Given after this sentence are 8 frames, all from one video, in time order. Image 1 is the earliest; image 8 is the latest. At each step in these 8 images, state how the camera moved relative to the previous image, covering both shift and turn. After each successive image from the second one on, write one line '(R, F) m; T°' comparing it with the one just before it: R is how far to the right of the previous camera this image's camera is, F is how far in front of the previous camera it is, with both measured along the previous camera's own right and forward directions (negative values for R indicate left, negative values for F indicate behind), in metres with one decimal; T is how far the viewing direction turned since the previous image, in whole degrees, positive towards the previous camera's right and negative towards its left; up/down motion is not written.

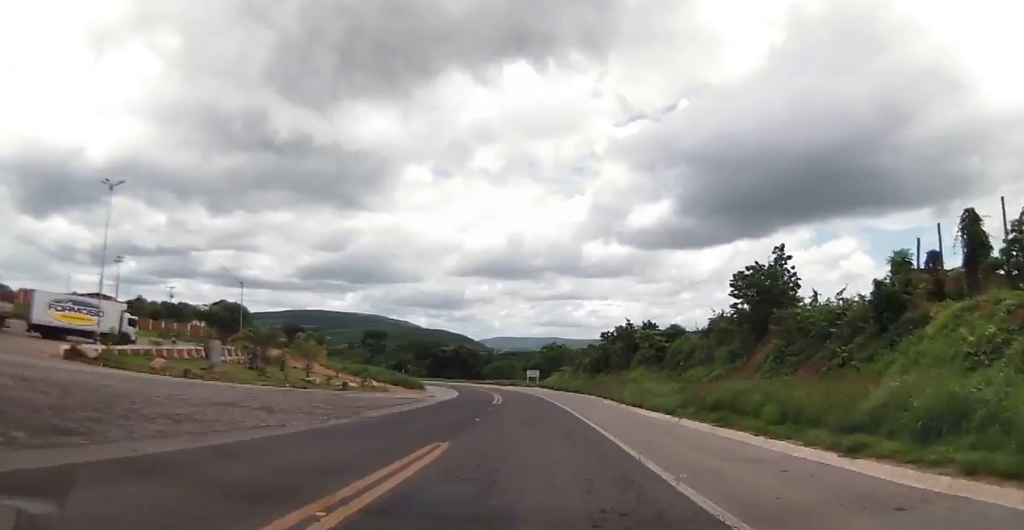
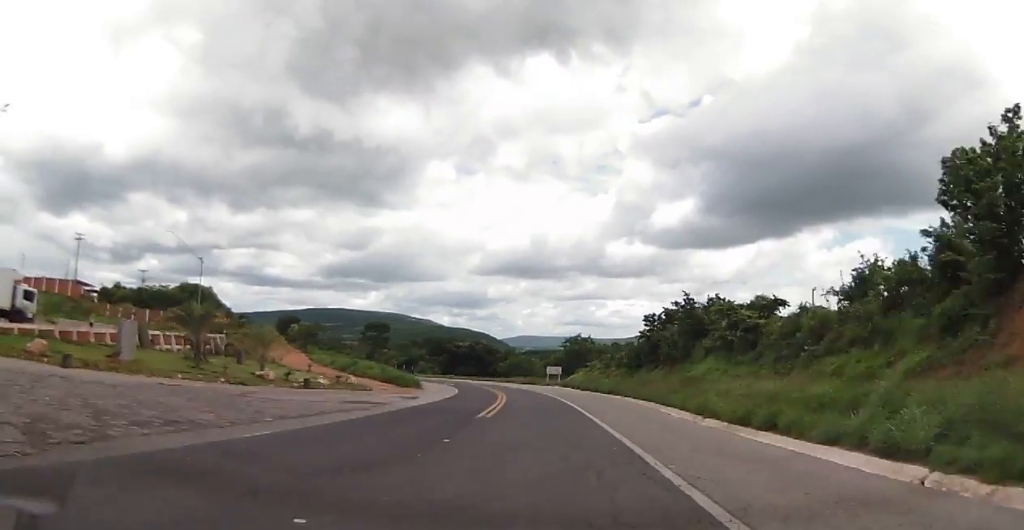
(+0.3, +16.8) m; 0°
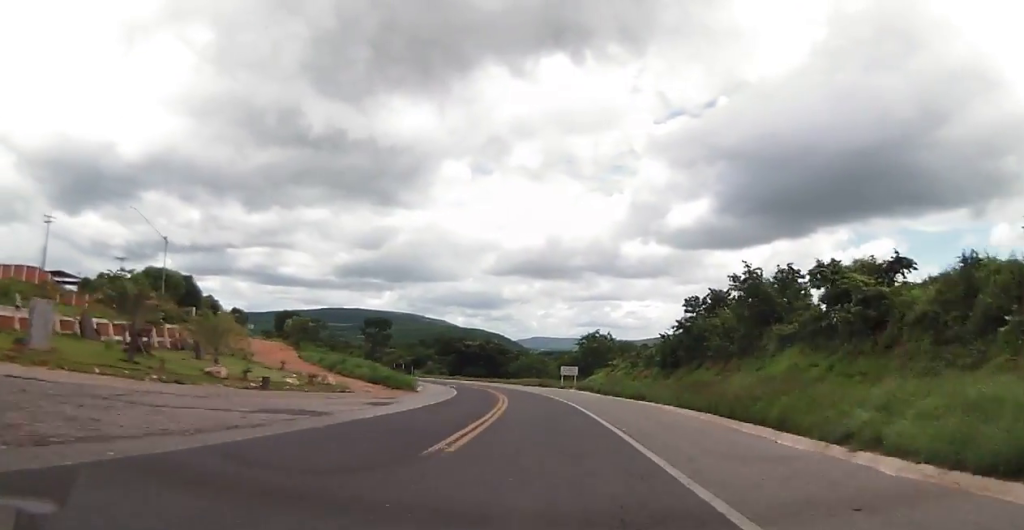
(+0.1, +10.4) m; -1°
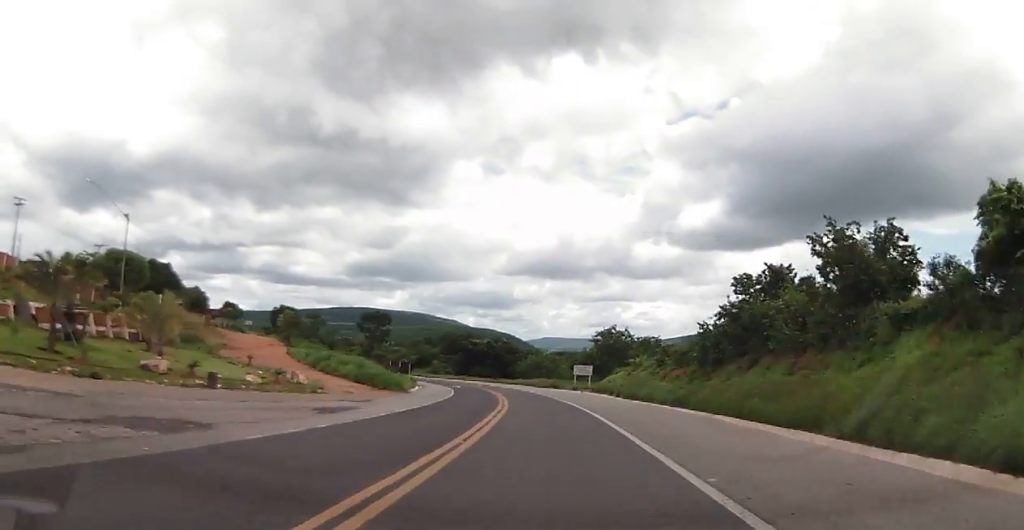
(-0.2, +8.6) m; -2°
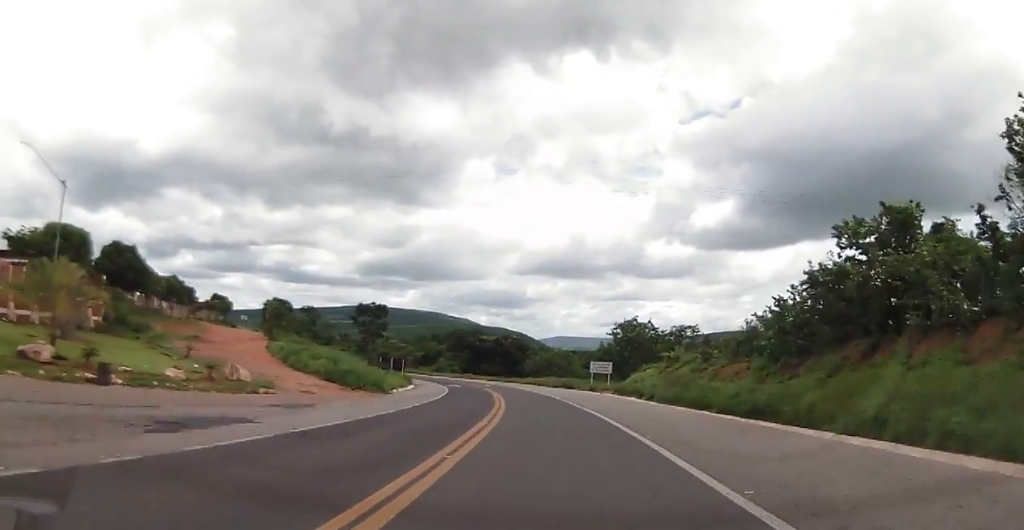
(0.0, +10.5) m; -2°
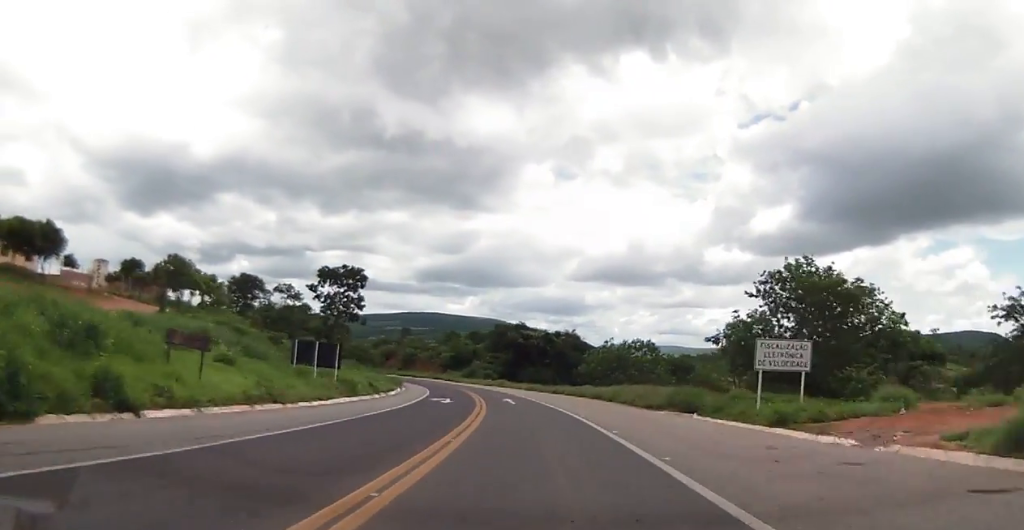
(-1.1, +38.4) m; -2°
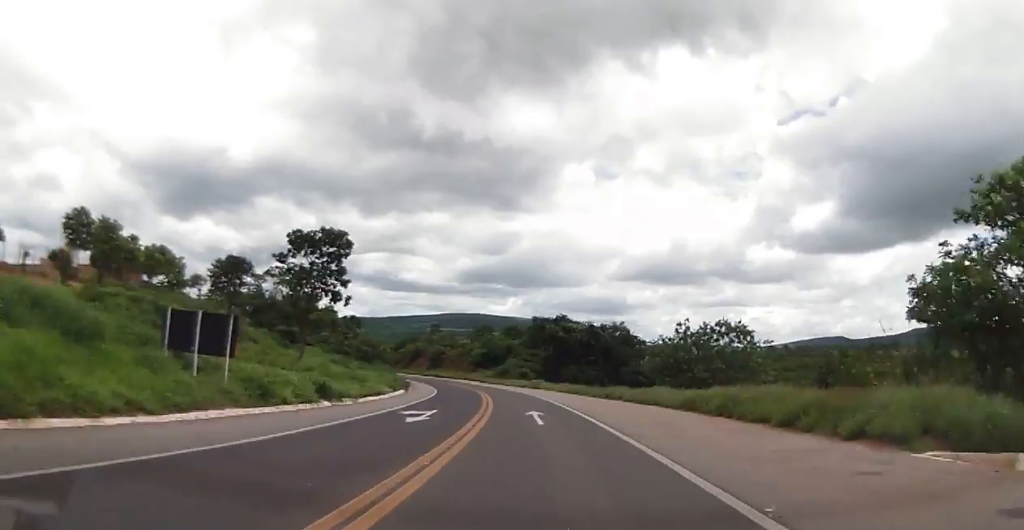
(0.0, +17.6) m; -3°
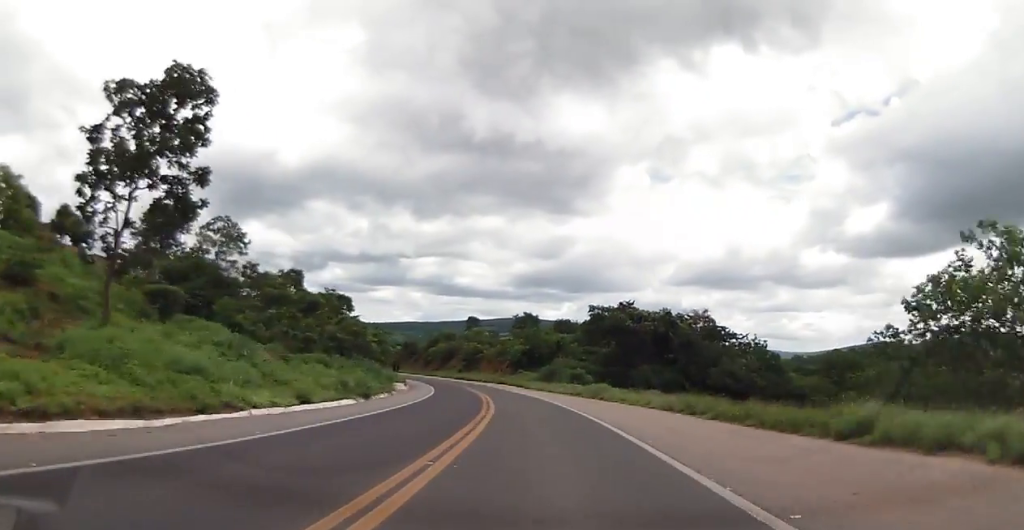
(-1.8, +28.2) m; -6°
